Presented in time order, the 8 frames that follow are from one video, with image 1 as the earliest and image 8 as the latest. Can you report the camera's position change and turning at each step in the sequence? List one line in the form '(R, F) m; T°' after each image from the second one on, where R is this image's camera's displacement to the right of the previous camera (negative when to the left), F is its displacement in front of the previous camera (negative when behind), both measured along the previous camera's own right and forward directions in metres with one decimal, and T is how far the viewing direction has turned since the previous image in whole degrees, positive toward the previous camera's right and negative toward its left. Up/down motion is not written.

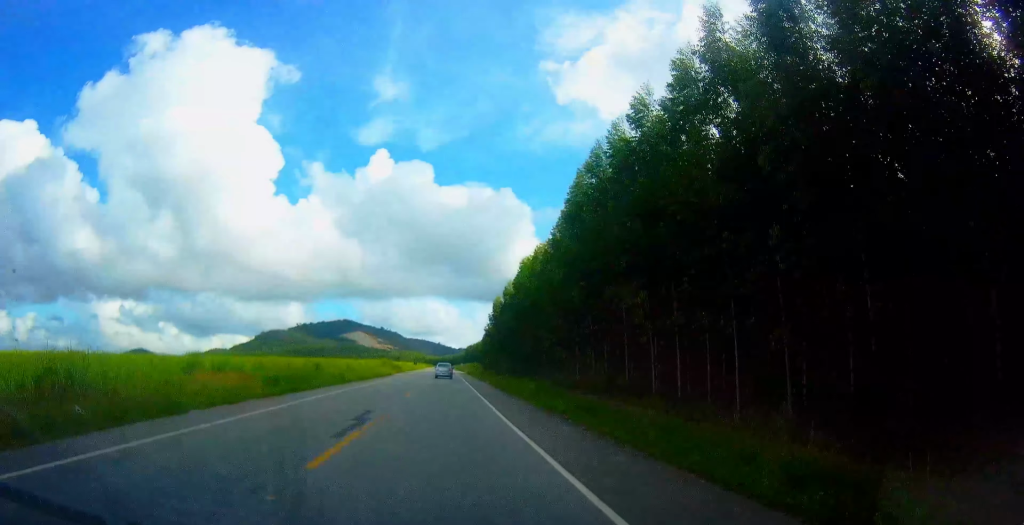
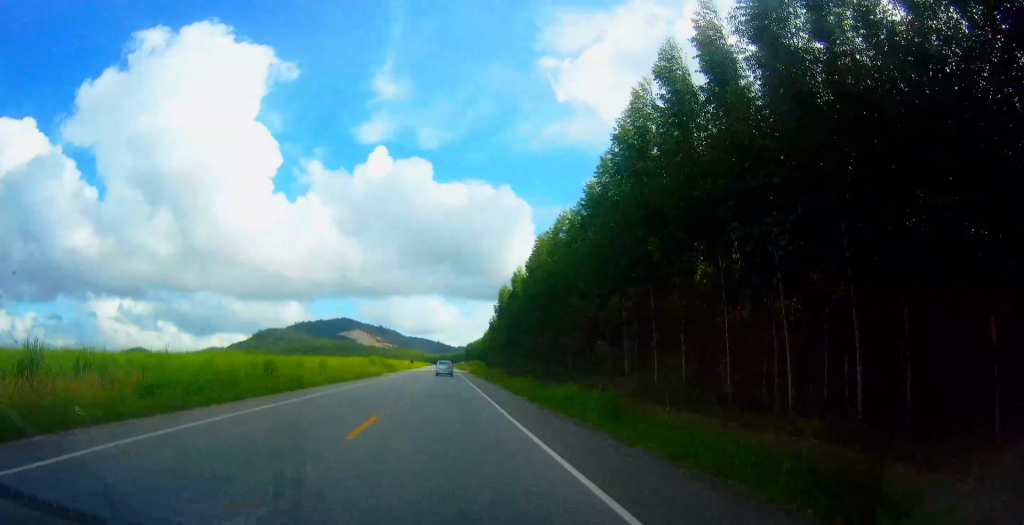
(0.0, +13.5) m; 0°
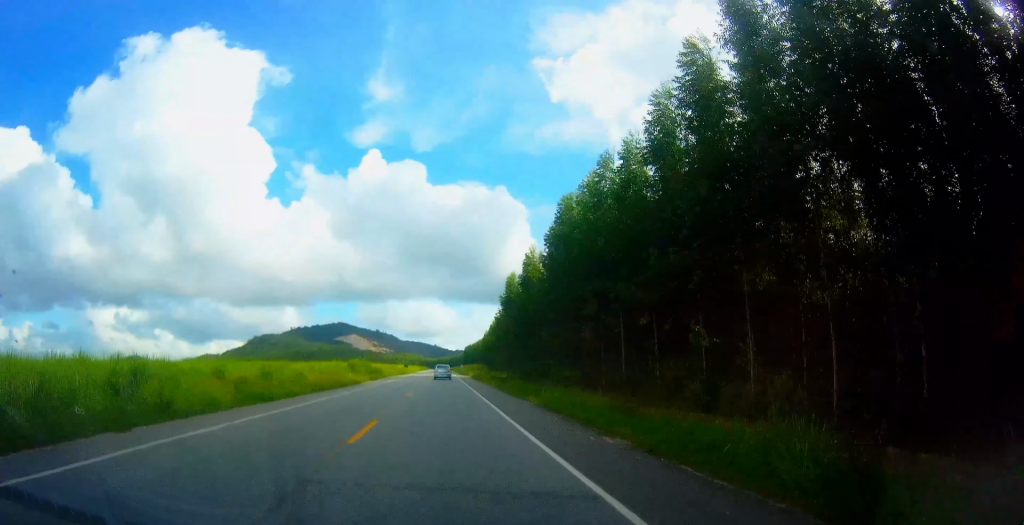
(-0.1, +16.0) m; 0°
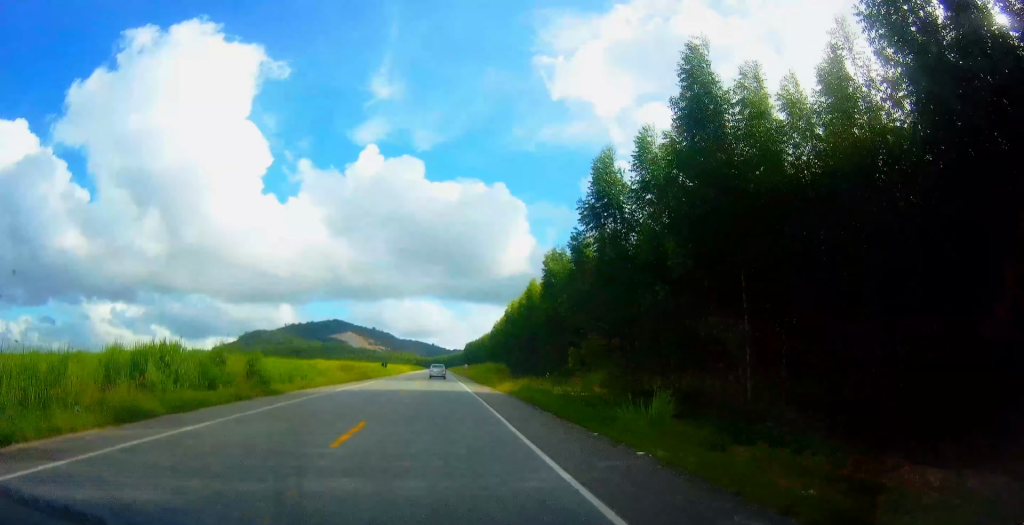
(0.0, +49.0) m; 0°
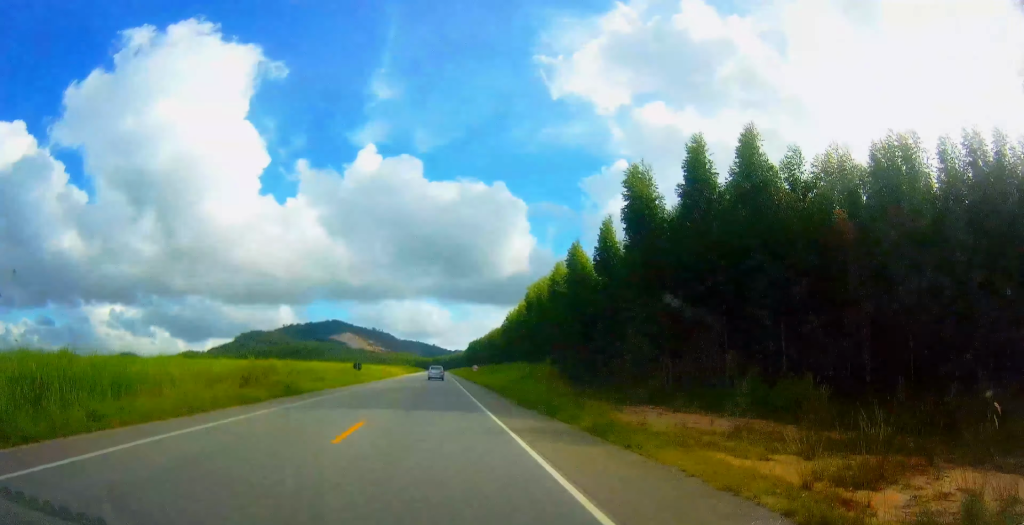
(+0.1, +31.5) m; 0°
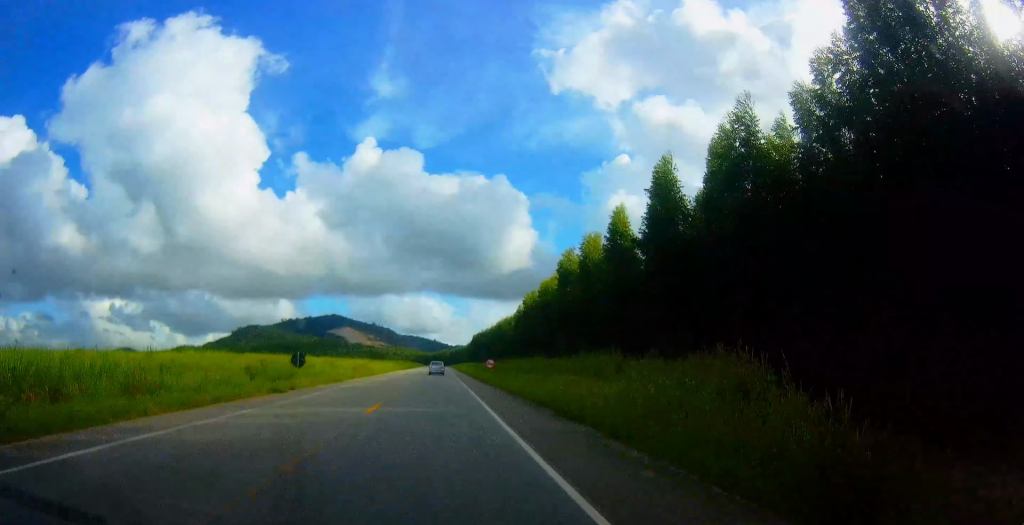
(0.0, +27.6) m; 0°
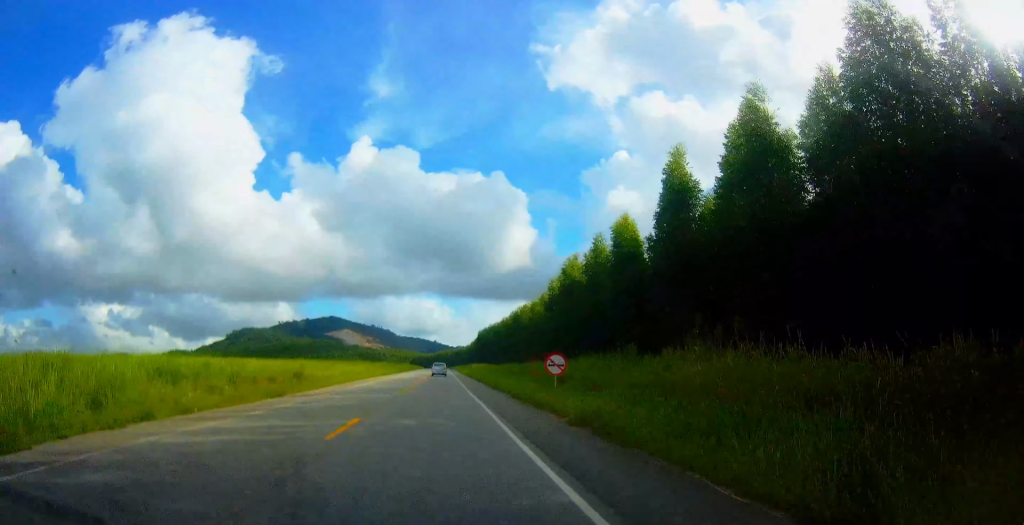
(+0.1, +36.7) m; 0°
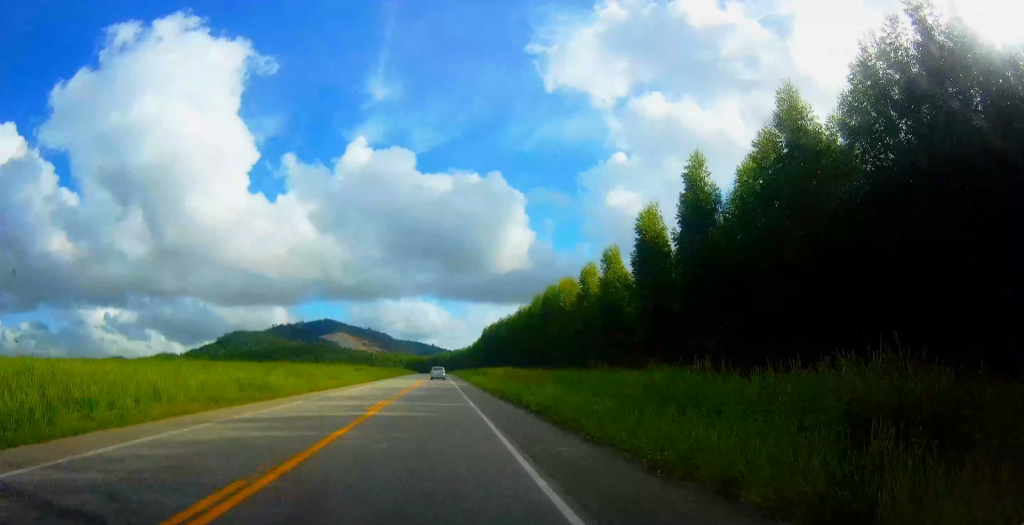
(-0.1, +39.9) m; -1°
